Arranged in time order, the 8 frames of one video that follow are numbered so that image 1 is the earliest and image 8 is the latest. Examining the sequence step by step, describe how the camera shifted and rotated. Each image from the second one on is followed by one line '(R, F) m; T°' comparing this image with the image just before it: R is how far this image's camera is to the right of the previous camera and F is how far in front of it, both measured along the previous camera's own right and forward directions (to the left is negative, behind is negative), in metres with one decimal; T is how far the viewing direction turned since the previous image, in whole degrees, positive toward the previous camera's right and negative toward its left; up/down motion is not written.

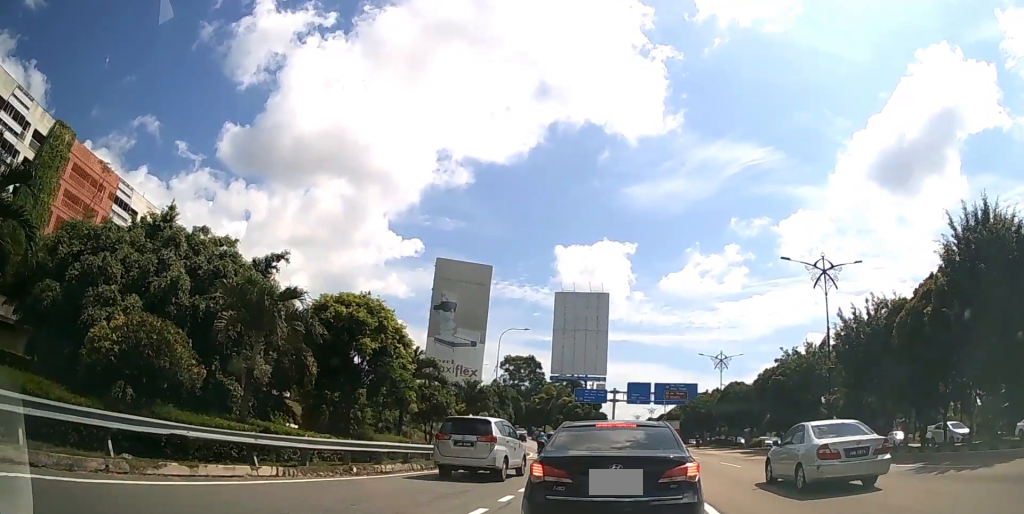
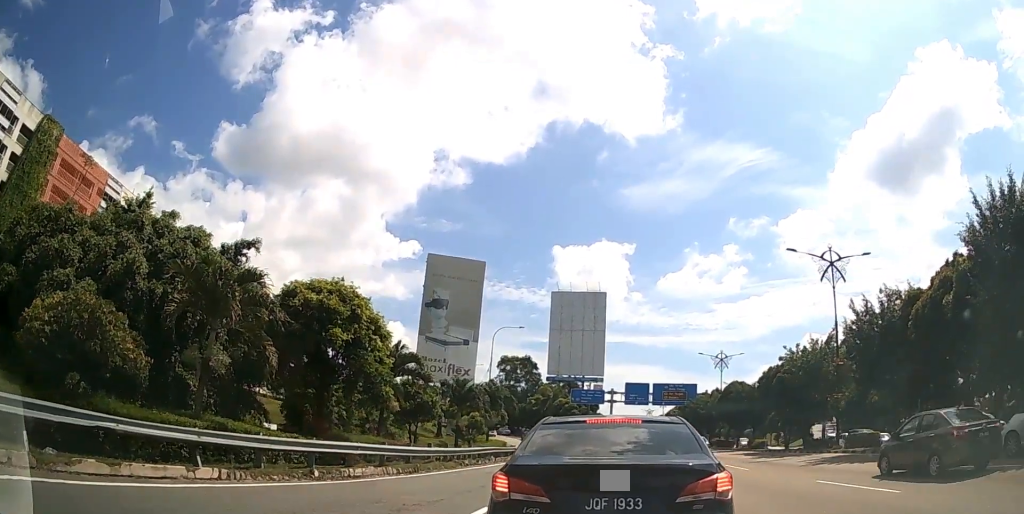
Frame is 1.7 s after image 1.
(+0.1, +1.3) m; 0°
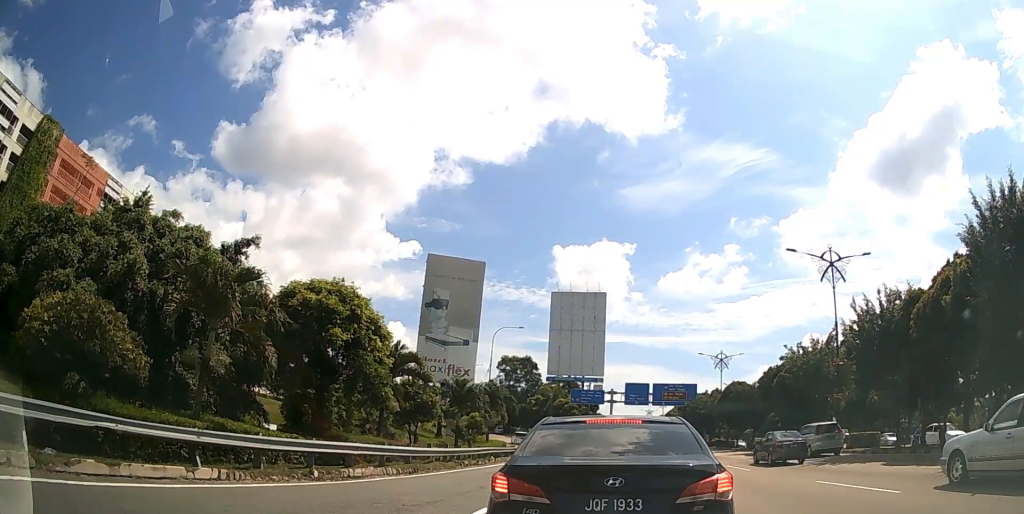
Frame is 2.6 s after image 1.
(0.0, 0.0) m; 0°
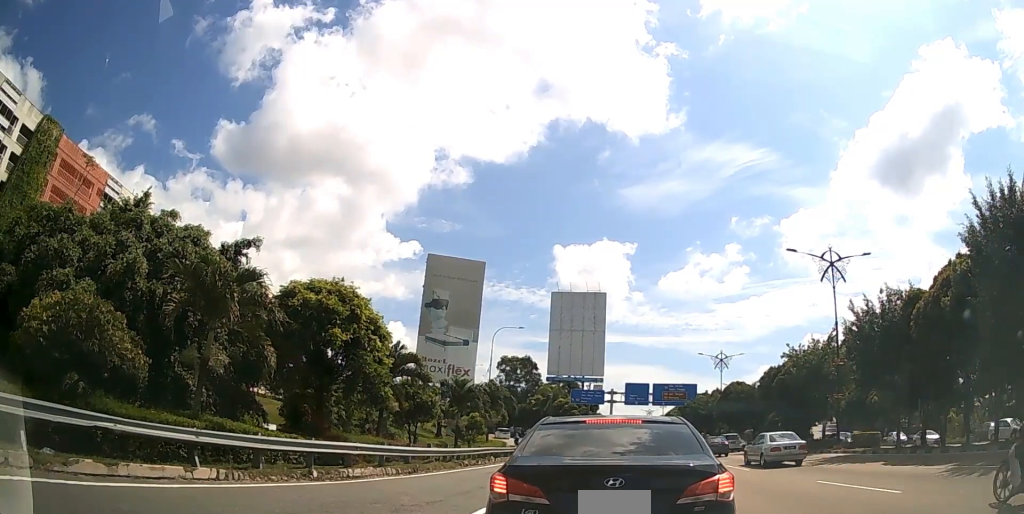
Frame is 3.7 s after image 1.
(0.0, 0.0) m; 0°
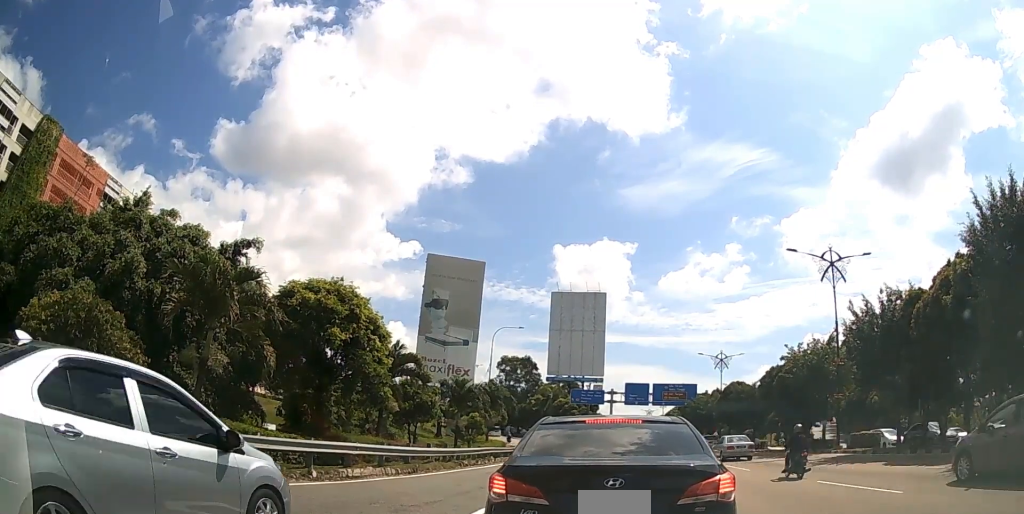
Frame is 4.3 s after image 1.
(0.0, 0.0) m; 0°
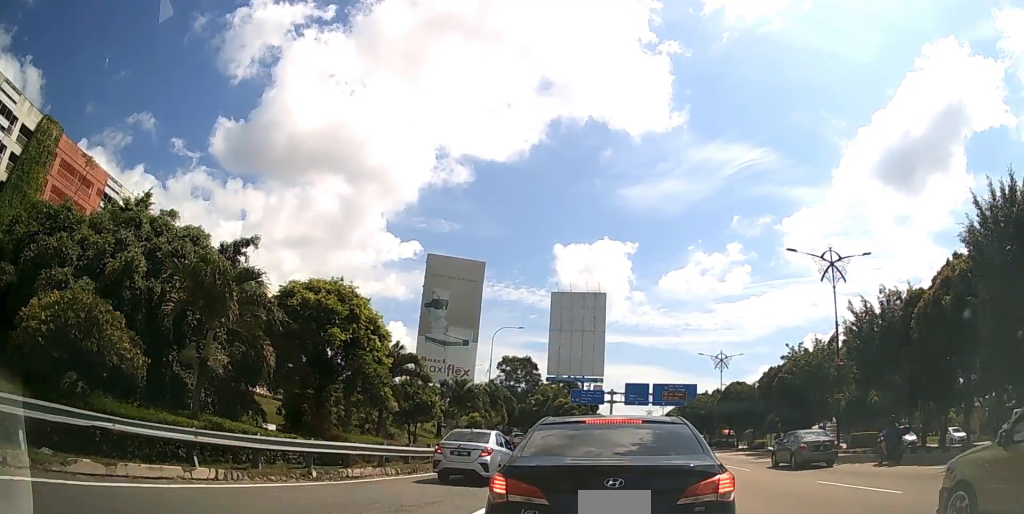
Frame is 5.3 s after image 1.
(0.0, 0.0) m; 0°
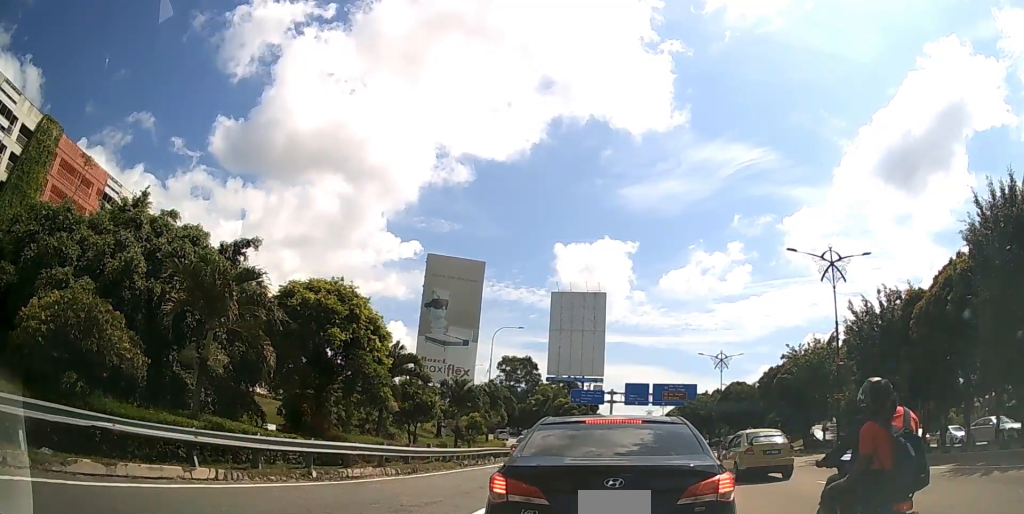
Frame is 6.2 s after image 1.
(0.0, 0.0) m; 0°
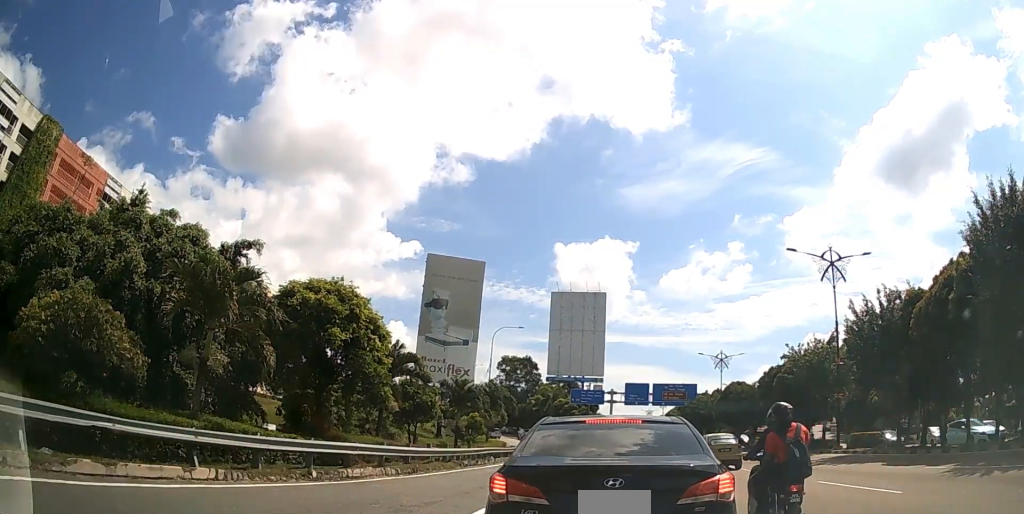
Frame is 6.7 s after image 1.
(0.0, 0.0) m; 0°
